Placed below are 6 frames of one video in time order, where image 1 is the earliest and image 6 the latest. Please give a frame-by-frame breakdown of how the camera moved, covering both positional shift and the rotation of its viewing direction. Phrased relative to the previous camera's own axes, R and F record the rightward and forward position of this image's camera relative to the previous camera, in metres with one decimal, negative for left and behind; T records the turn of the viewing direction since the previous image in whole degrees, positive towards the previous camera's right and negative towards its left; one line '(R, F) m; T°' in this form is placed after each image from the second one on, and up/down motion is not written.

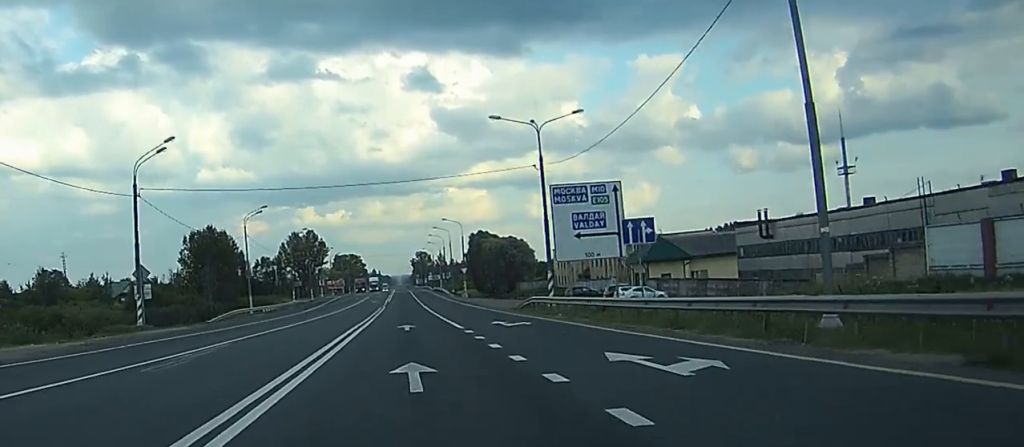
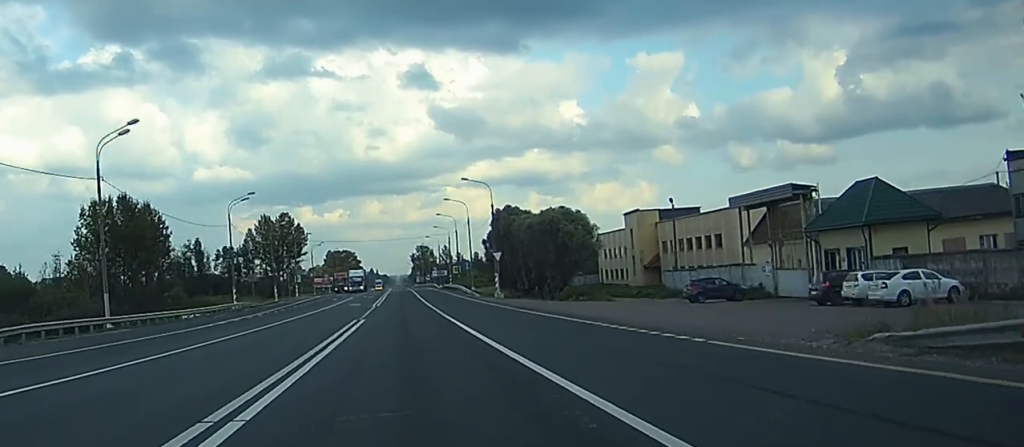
(0.0, +44.1) m; 0°
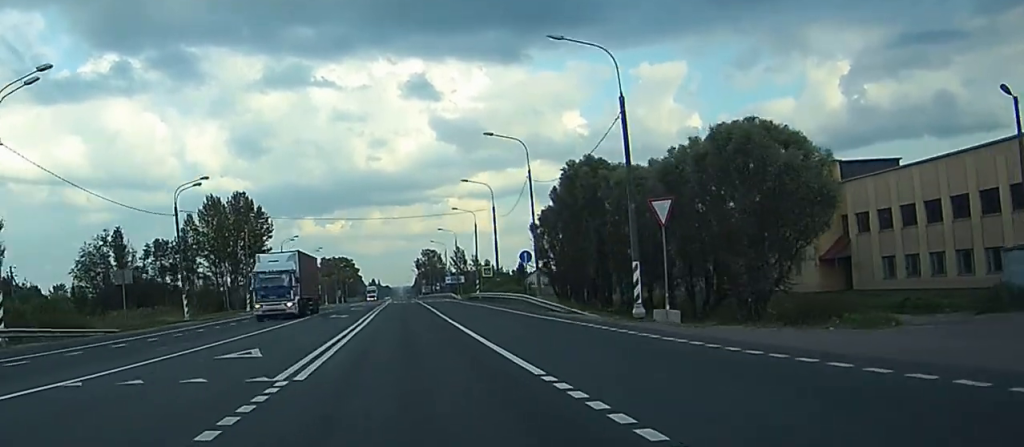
(-0.3, +49.7) m; -1°
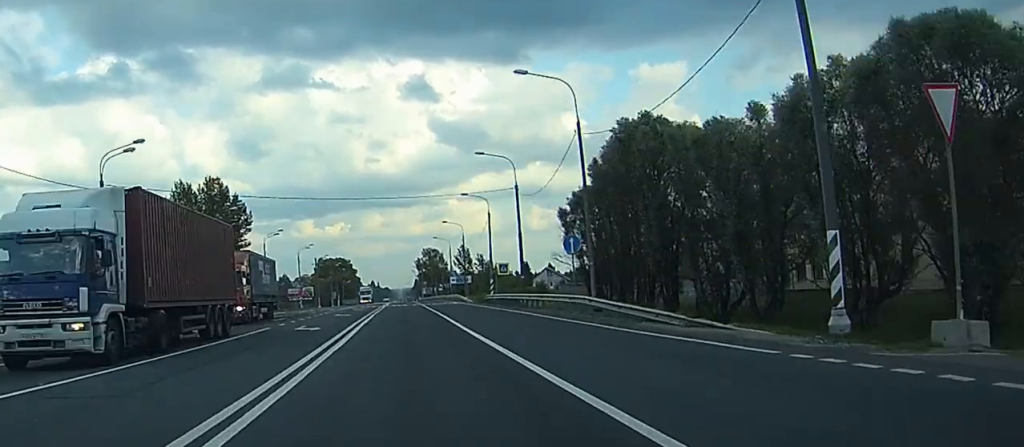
(0.0, +16.6) m; 0°
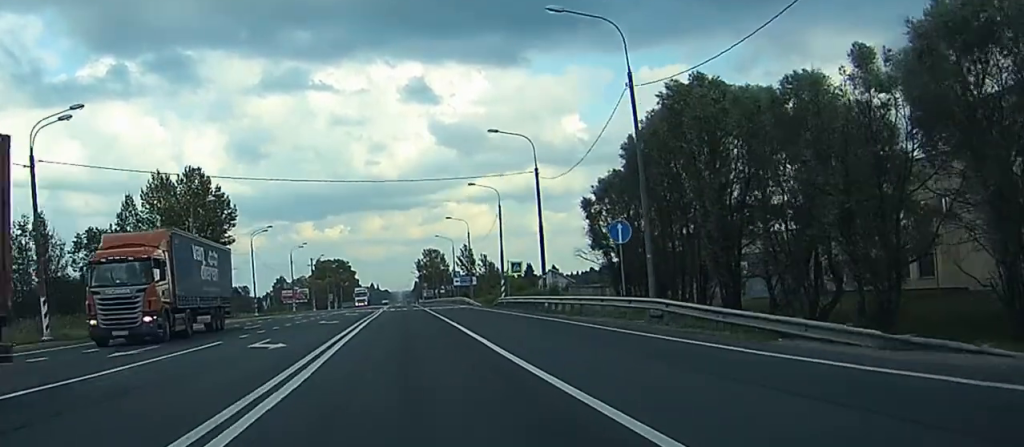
(0.0, +9.8) m; 0°
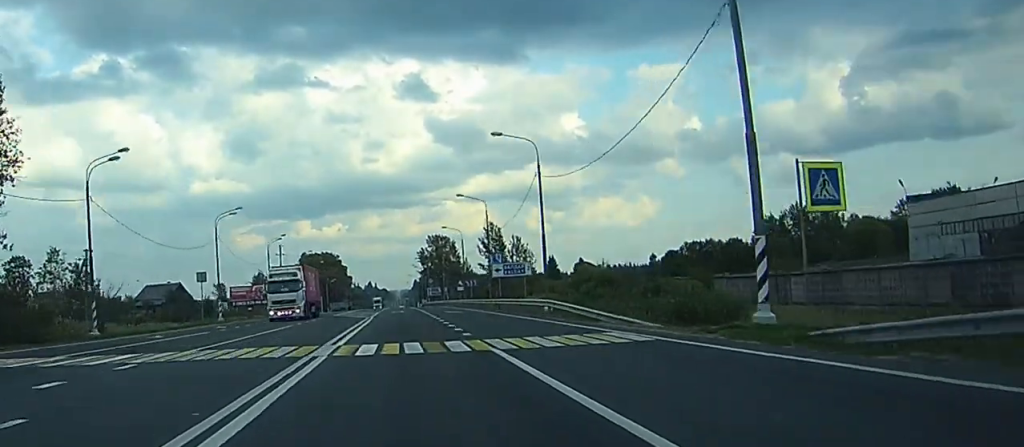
(0.0, +57.4) m; 0°
